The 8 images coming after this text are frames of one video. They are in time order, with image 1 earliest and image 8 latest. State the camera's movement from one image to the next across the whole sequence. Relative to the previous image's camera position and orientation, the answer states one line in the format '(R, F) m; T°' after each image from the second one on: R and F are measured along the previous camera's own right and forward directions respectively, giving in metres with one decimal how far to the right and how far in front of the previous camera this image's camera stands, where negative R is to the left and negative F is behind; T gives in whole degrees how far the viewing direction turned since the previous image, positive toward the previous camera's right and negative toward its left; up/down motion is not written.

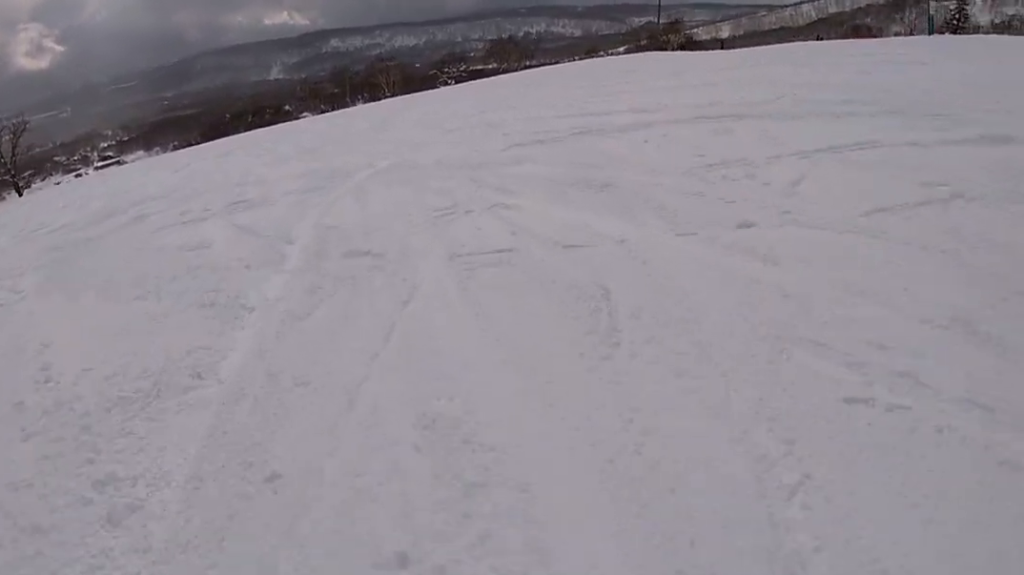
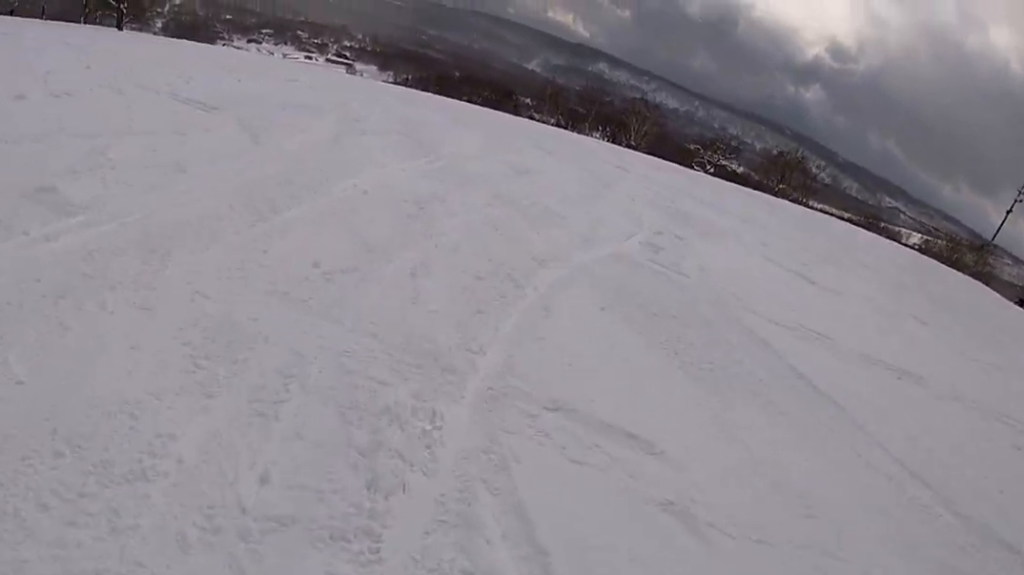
(-8.8, +21.3) m; -44°
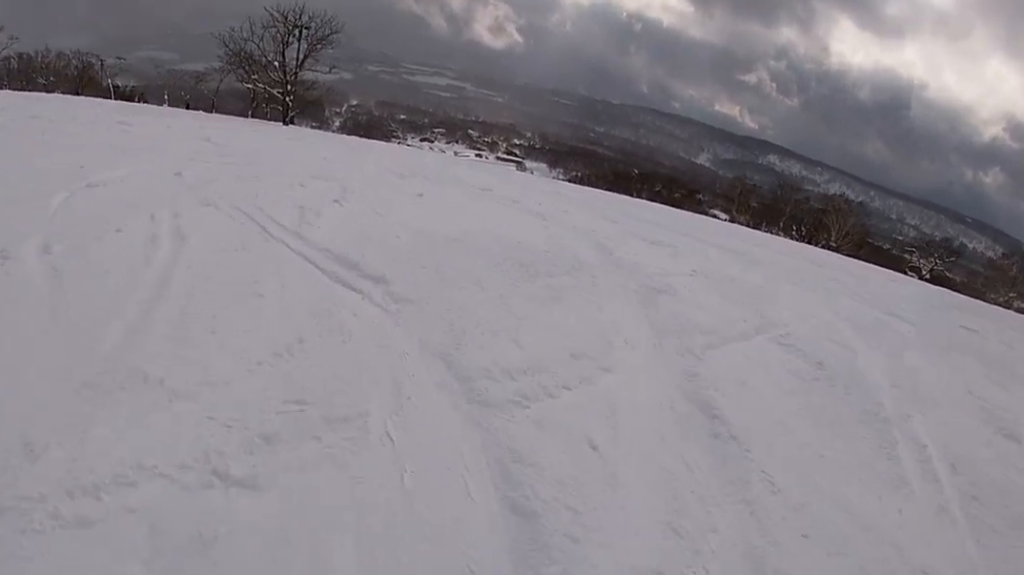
(-0.8, +8.4) m; 0°
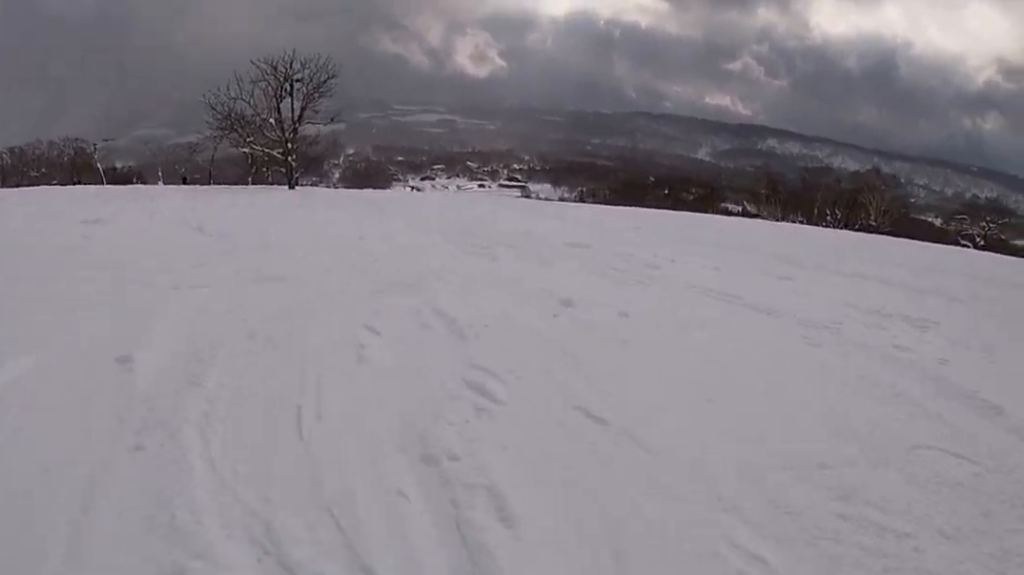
(0.0, +6.0) m; +7°
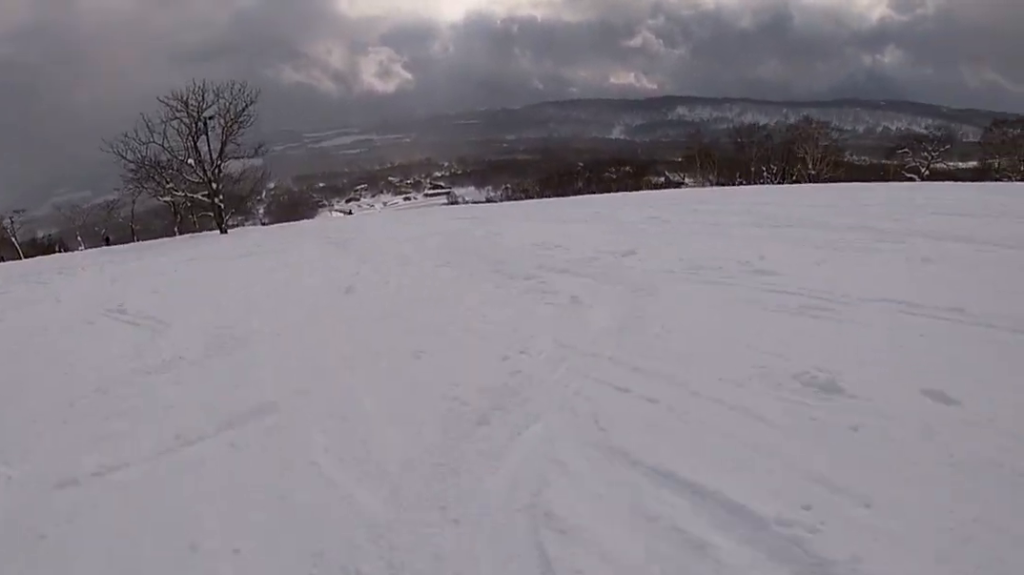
(+0.5, +4.1) m; +8°
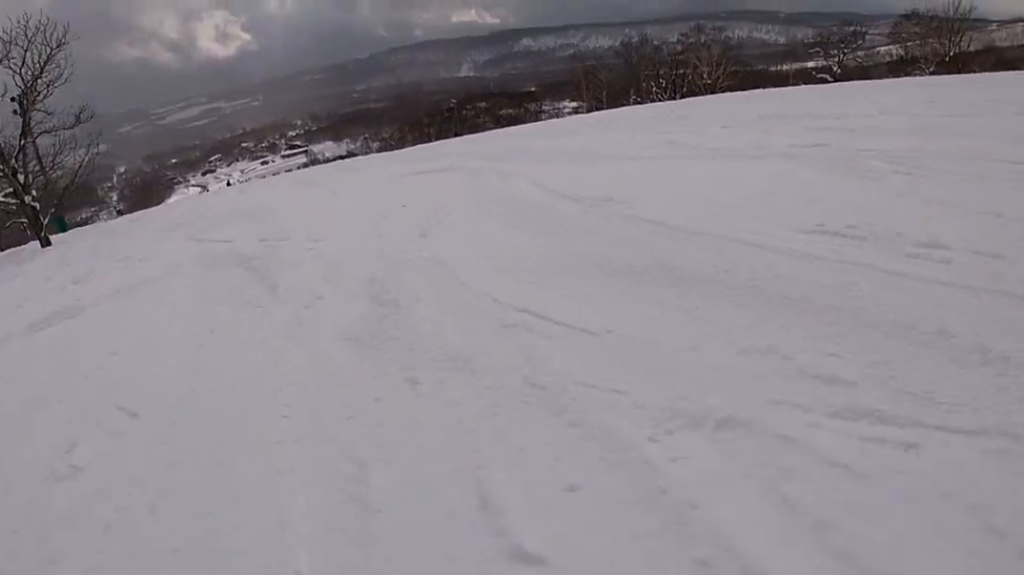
(+1.5, +10.6) m; +21°
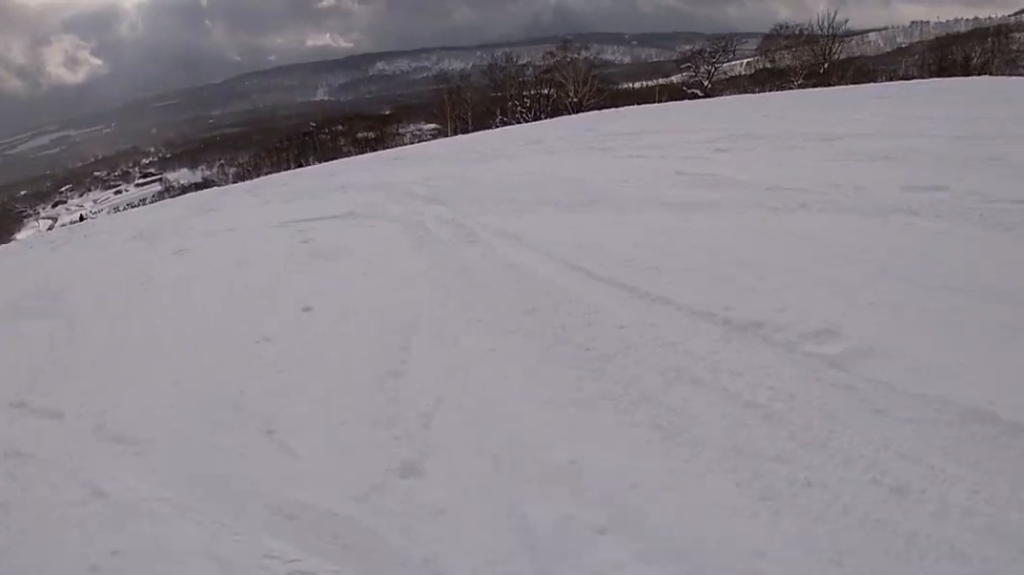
(+1.0, +5.3) m; +7°
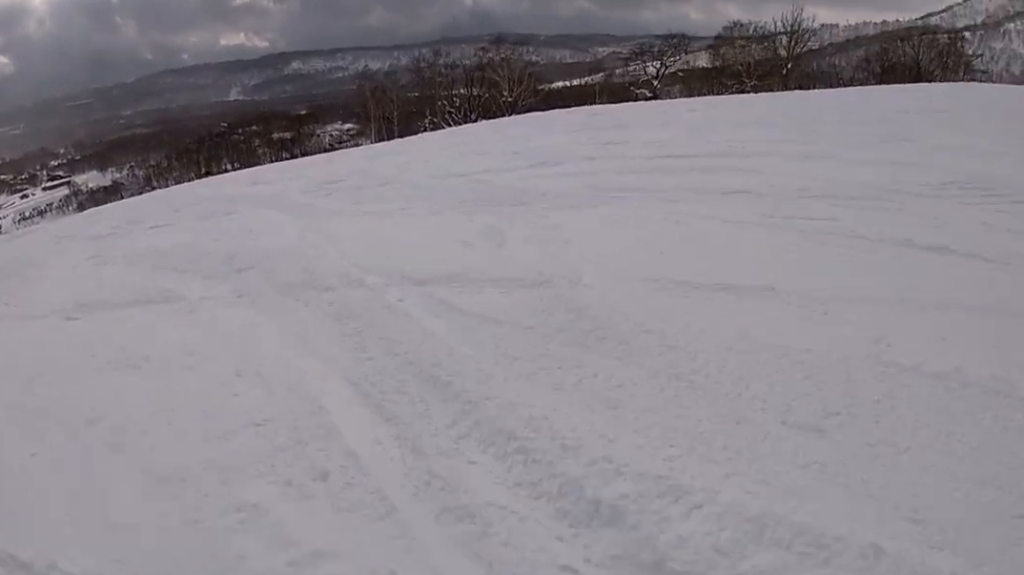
(+0.7, +8.5) m; +9°
